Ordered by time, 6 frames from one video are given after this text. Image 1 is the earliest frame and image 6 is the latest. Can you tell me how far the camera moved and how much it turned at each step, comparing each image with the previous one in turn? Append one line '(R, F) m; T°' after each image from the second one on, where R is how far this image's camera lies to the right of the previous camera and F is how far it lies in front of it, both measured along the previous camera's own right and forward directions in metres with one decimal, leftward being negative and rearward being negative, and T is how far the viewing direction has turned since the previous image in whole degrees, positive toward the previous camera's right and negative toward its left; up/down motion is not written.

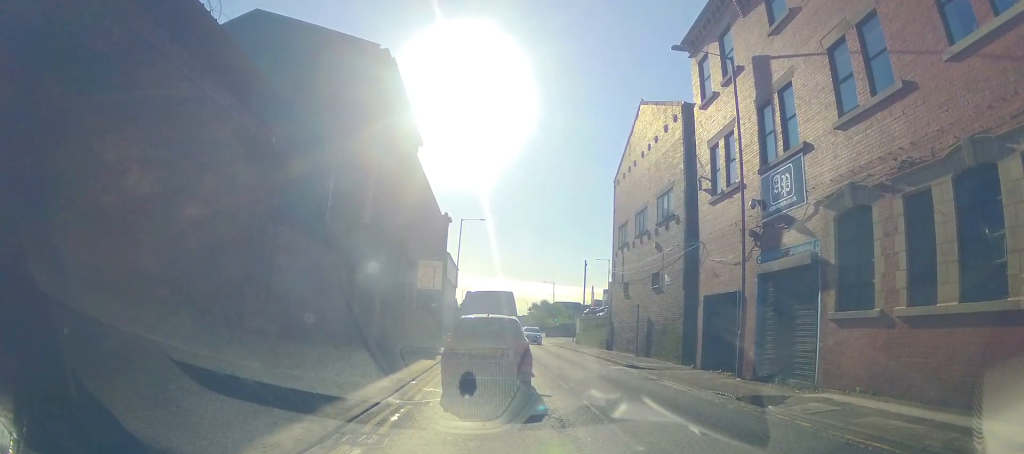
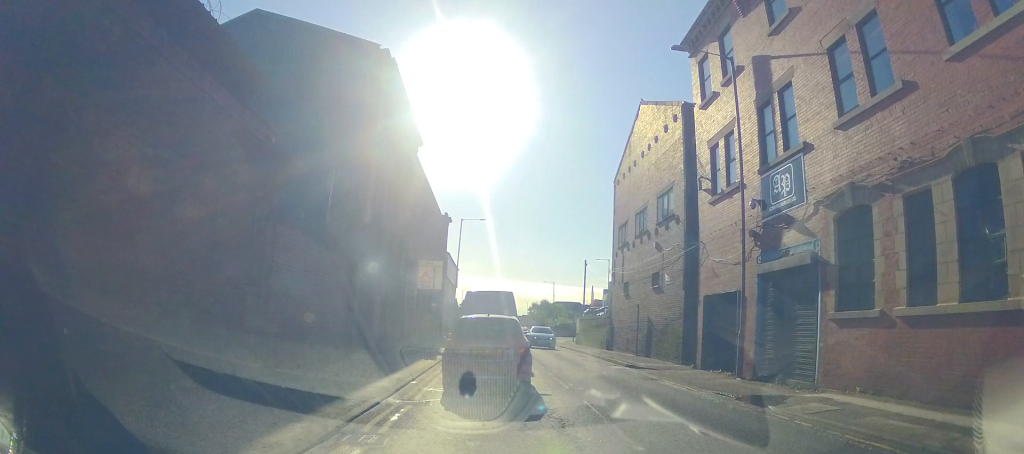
(-0.1, +0.3) m; 0°
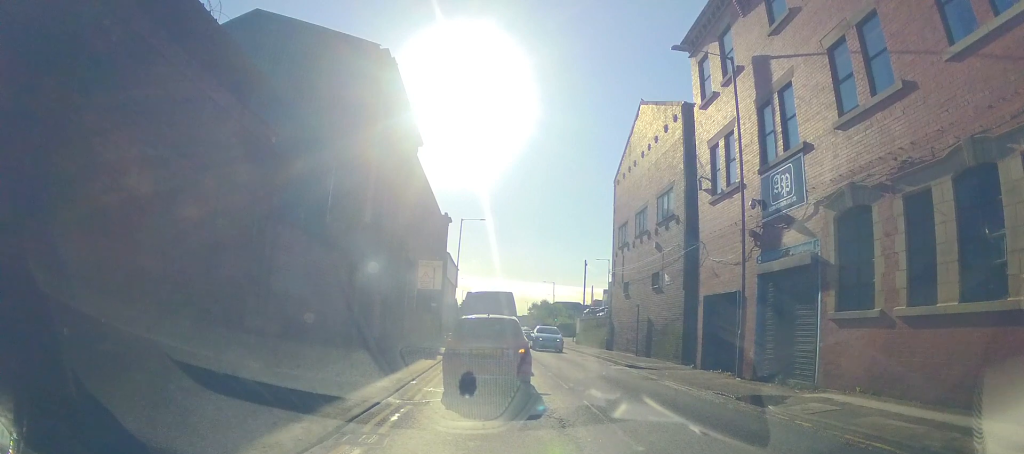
(0.0, 0.0) m; 0°
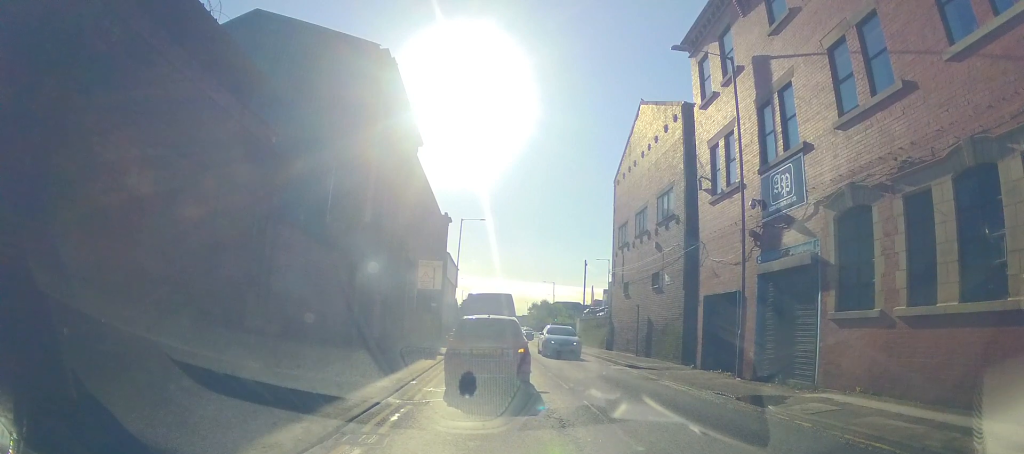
(0.0, +0.2) m; 0°
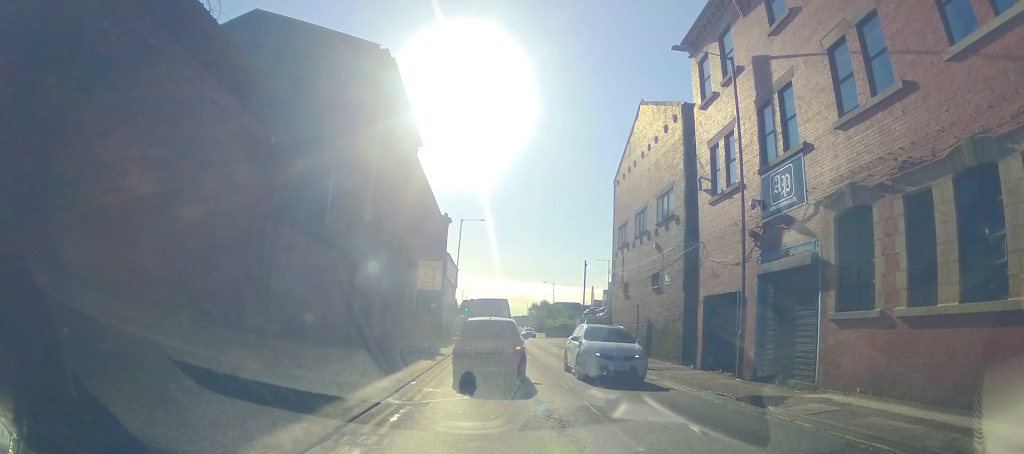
(+0.1, +0.3) m; 0°
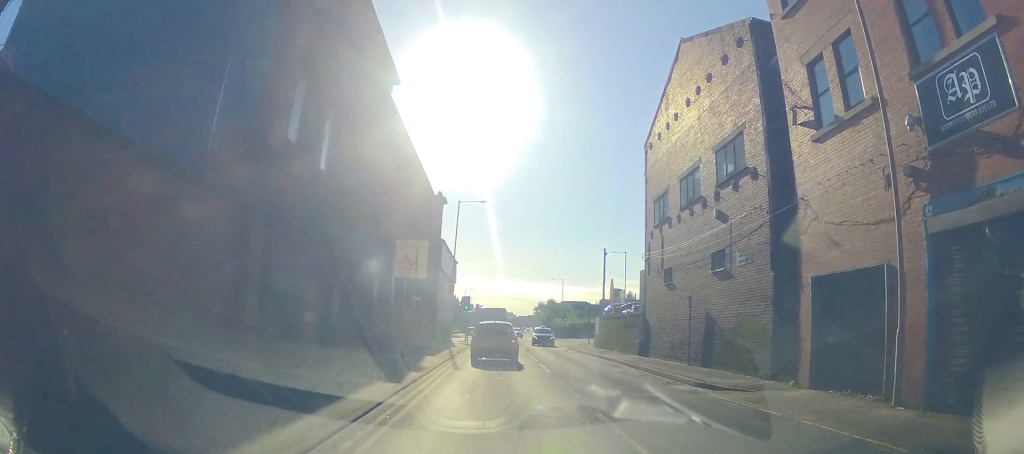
(-0.5, +4.0) m; +2°
